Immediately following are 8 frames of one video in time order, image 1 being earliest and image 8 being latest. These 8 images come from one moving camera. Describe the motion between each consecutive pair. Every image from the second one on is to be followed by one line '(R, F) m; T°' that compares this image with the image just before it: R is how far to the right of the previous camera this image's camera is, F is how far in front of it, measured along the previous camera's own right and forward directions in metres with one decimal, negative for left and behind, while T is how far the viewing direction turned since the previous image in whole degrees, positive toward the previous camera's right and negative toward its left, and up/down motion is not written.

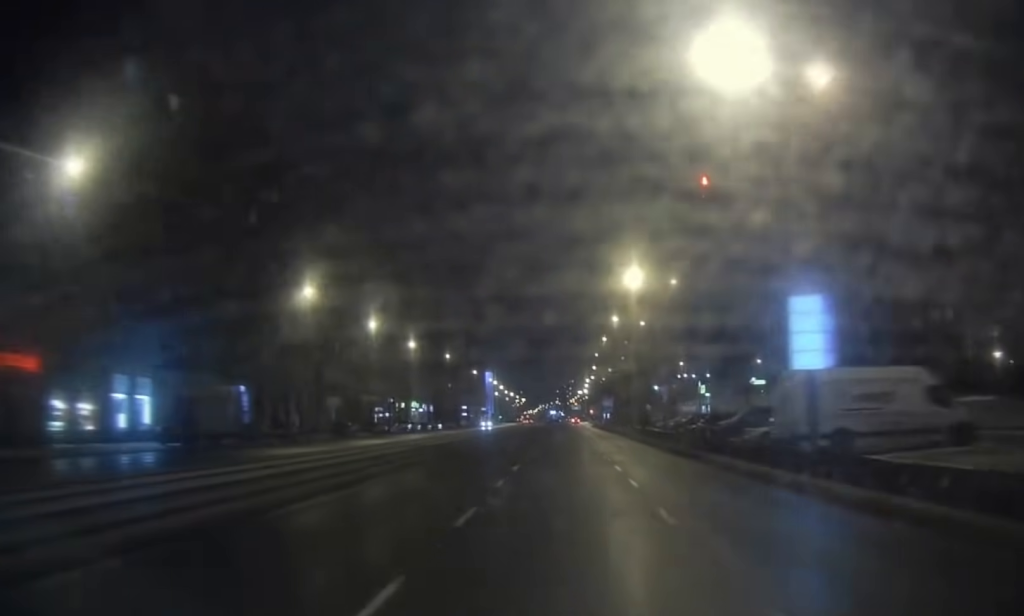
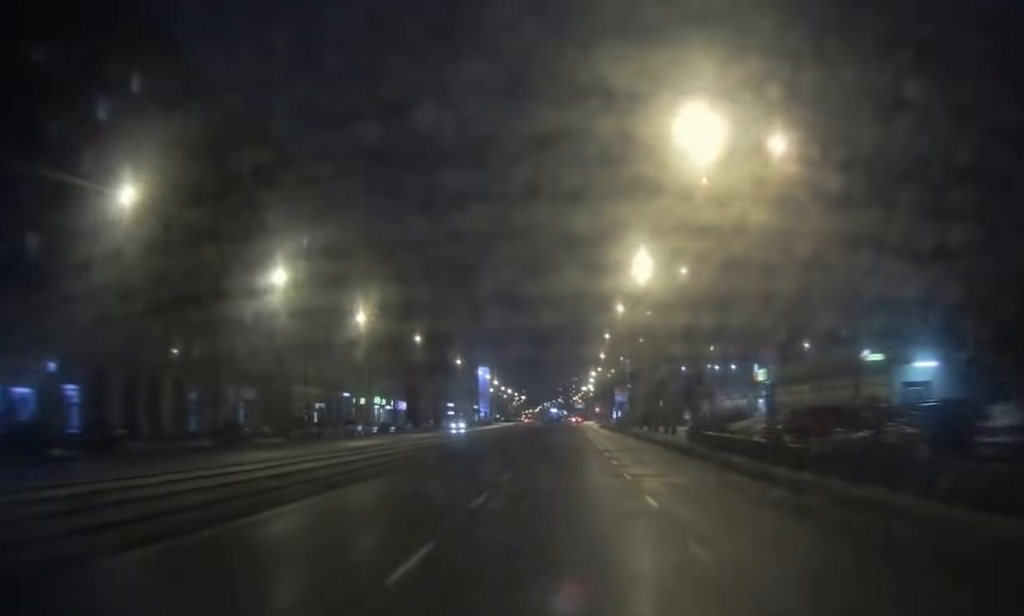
(0.0, +28.2) m; 0°
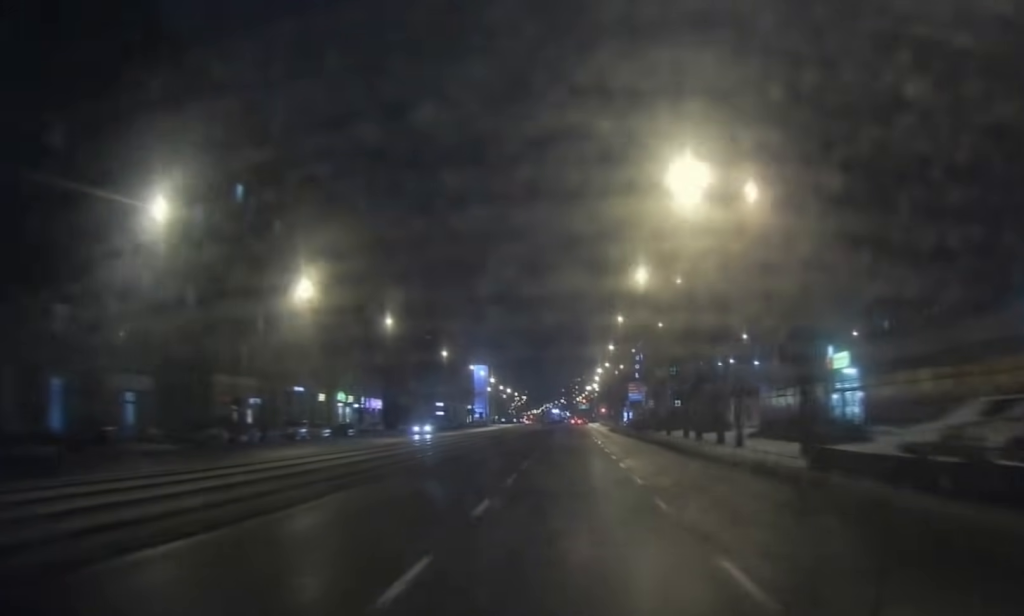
(-0.1, +18.9) m; 0°
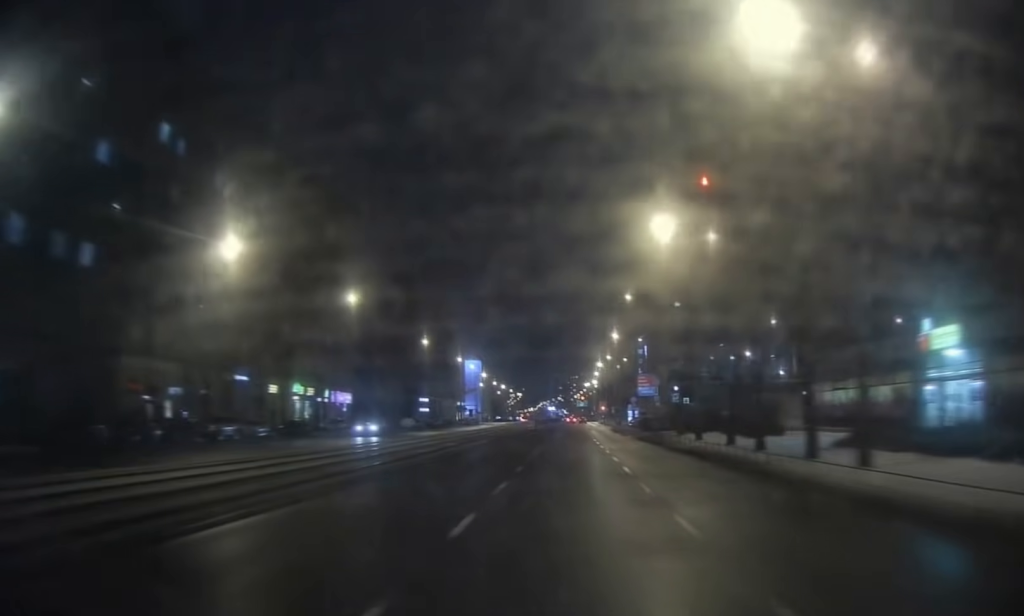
(0.0, +14.1) m; 0°
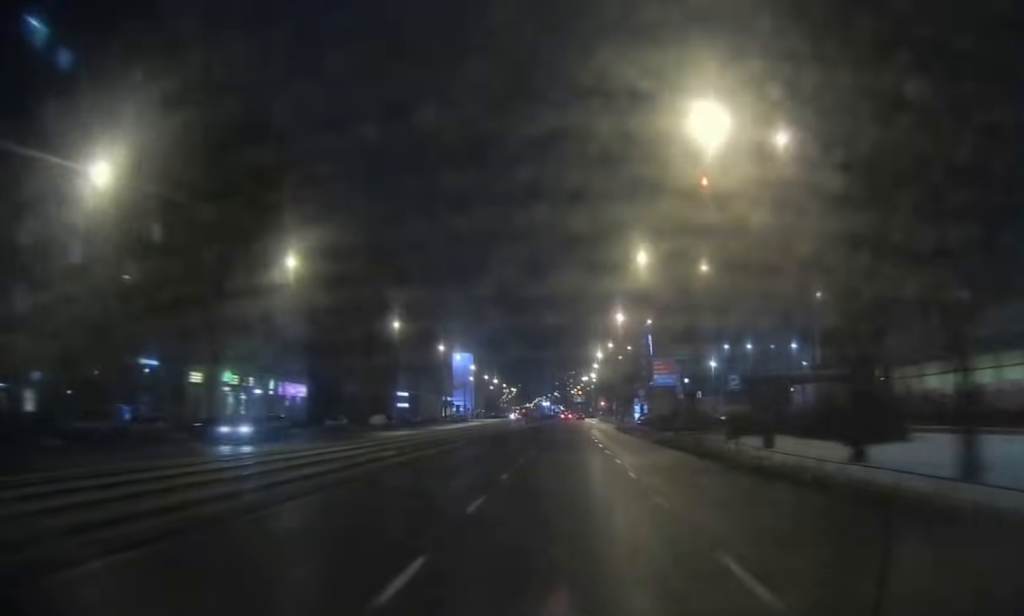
(0.0, +15.7) m; 0°
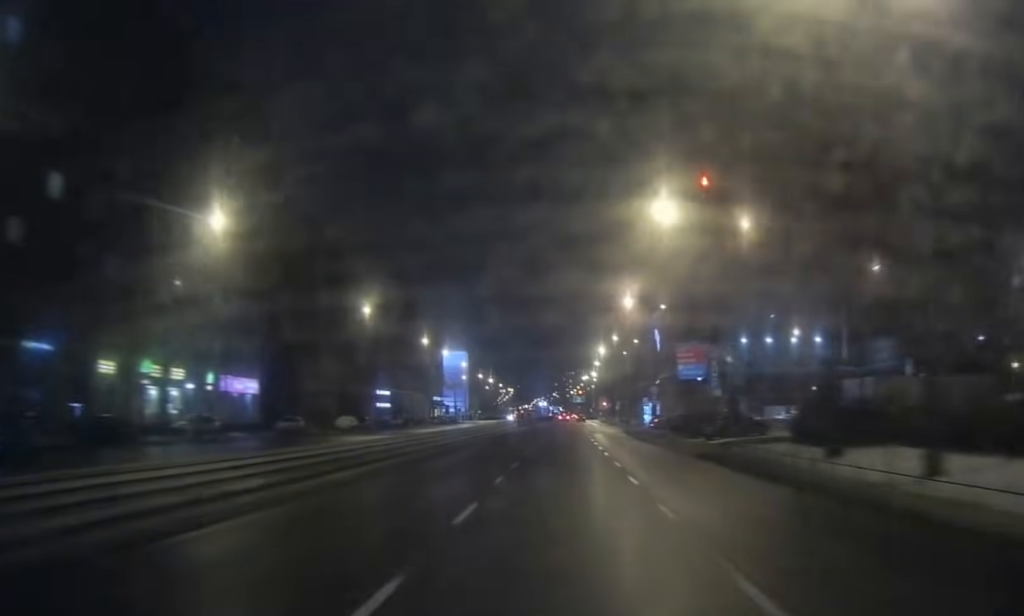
(0.0, +13.0) m; 0°
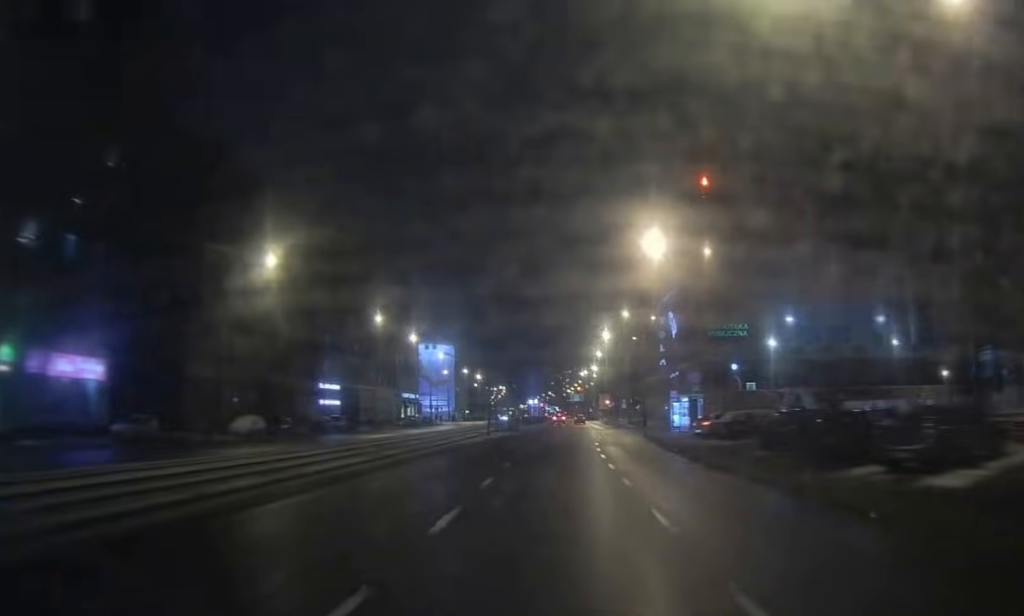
(+0.2, +25.3) m; +1°
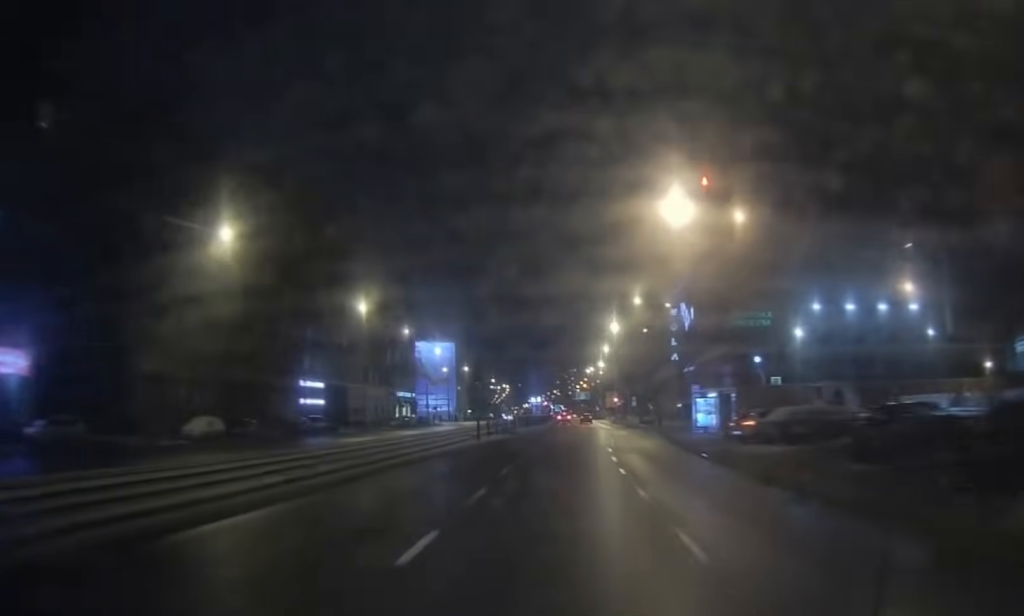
(0.0, +8.3) m; 0°
